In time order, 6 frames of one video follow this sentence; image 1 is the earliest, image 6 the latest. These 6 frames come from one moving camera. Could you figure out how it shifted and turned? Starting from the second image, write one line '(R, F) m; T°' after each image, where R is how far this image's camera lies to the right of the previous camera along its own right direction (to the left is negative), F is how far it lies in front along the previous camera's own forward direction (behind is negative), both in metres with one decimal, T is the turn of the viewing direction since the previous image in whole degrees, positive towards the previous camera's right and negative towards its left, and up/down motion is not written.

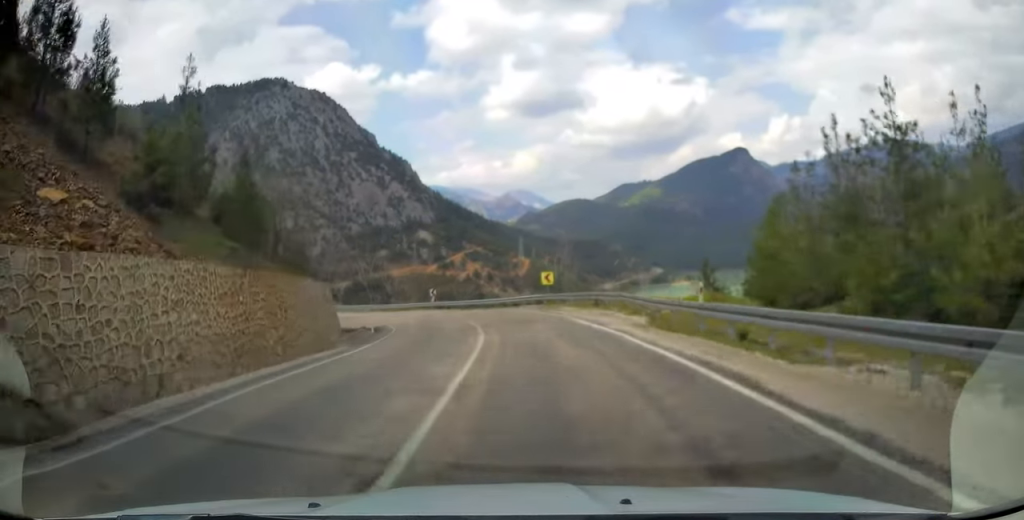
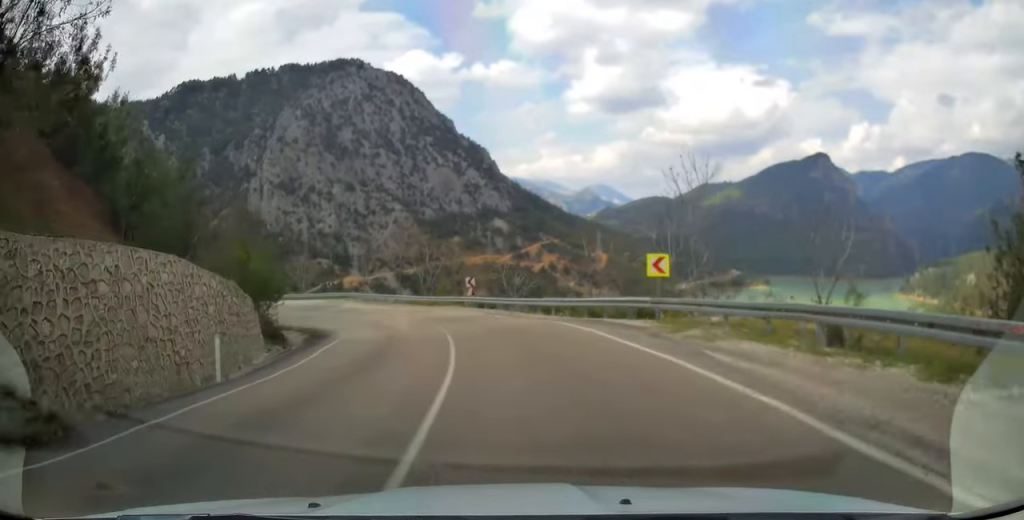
(-1.3, +20.1) m; -10°
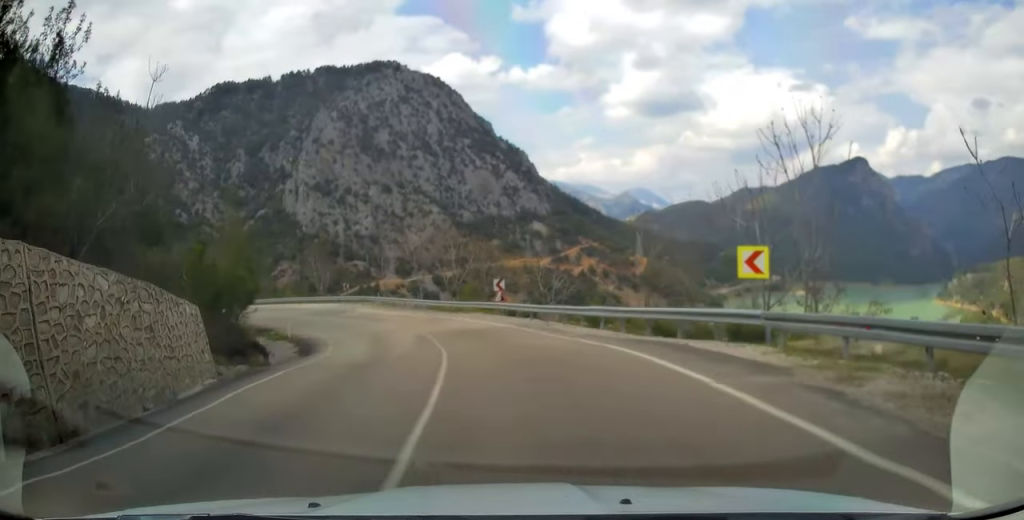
(0.0, +6.8) m; -4°
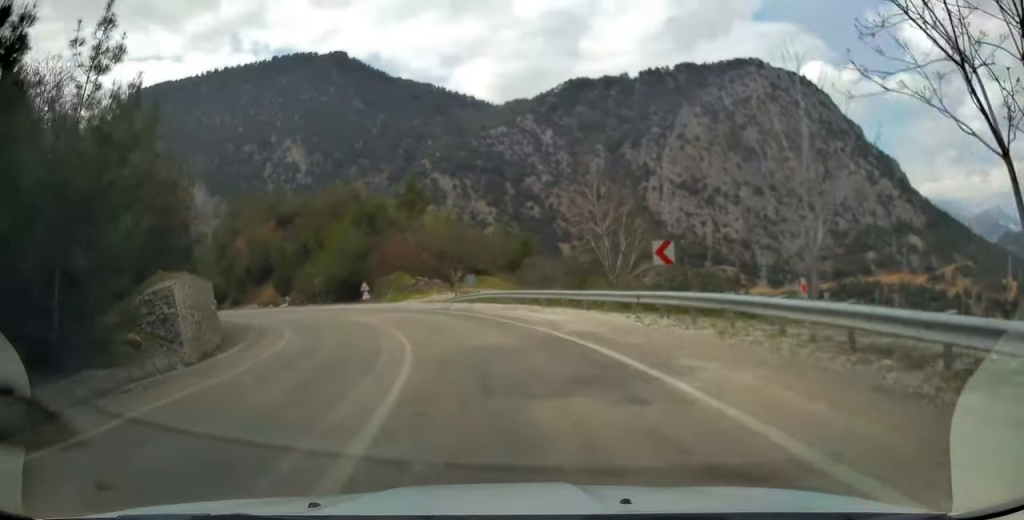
(-13.0, +41.5) m; -35°
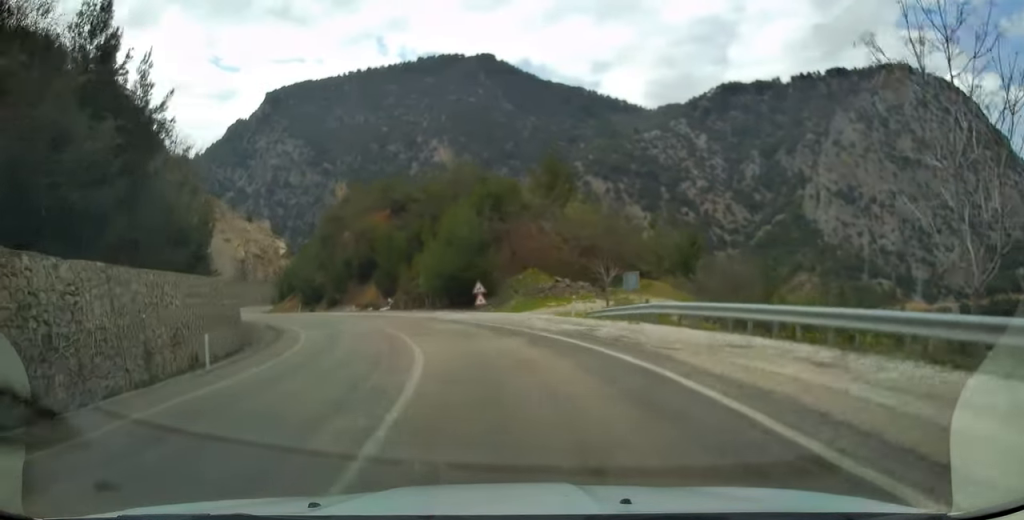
(-1.6, +16.0) m; -14°
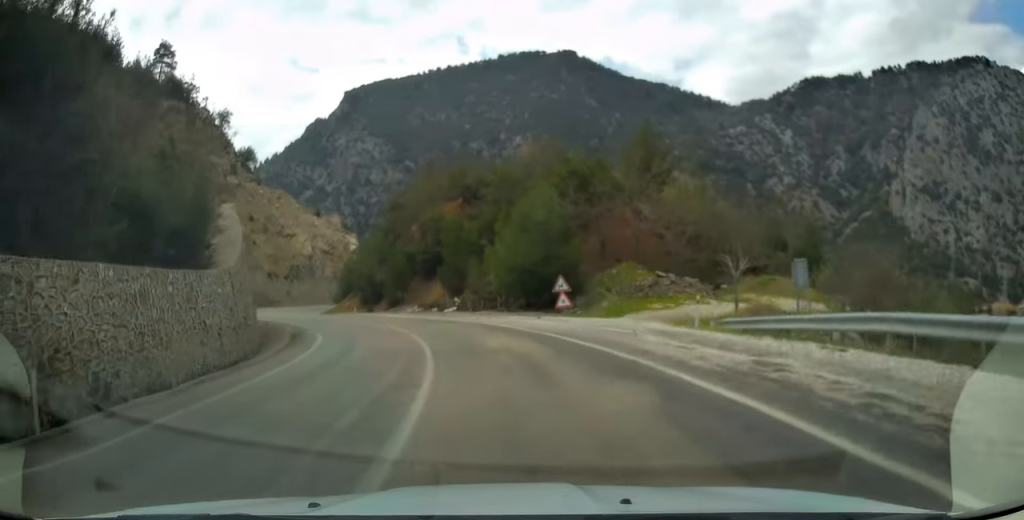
(-0.9, +9.0) m; -9°
